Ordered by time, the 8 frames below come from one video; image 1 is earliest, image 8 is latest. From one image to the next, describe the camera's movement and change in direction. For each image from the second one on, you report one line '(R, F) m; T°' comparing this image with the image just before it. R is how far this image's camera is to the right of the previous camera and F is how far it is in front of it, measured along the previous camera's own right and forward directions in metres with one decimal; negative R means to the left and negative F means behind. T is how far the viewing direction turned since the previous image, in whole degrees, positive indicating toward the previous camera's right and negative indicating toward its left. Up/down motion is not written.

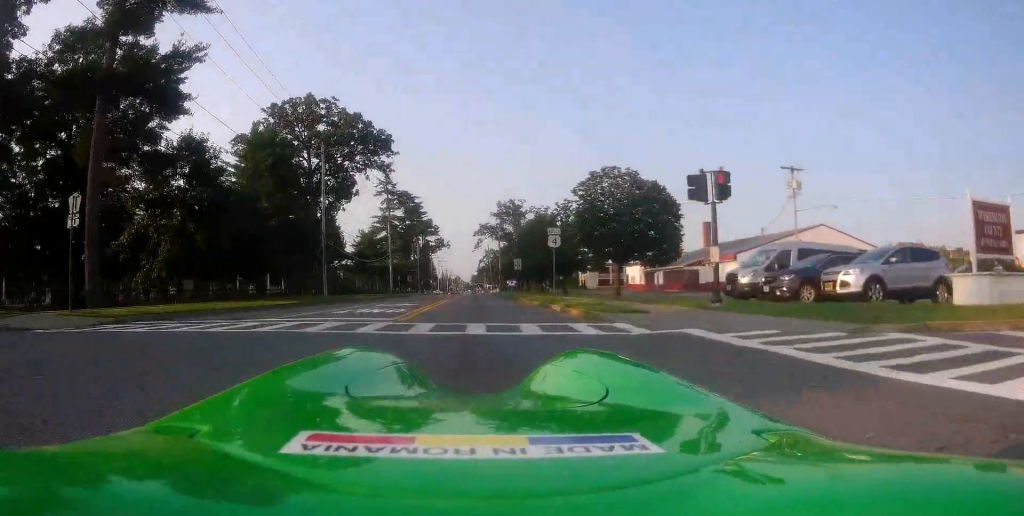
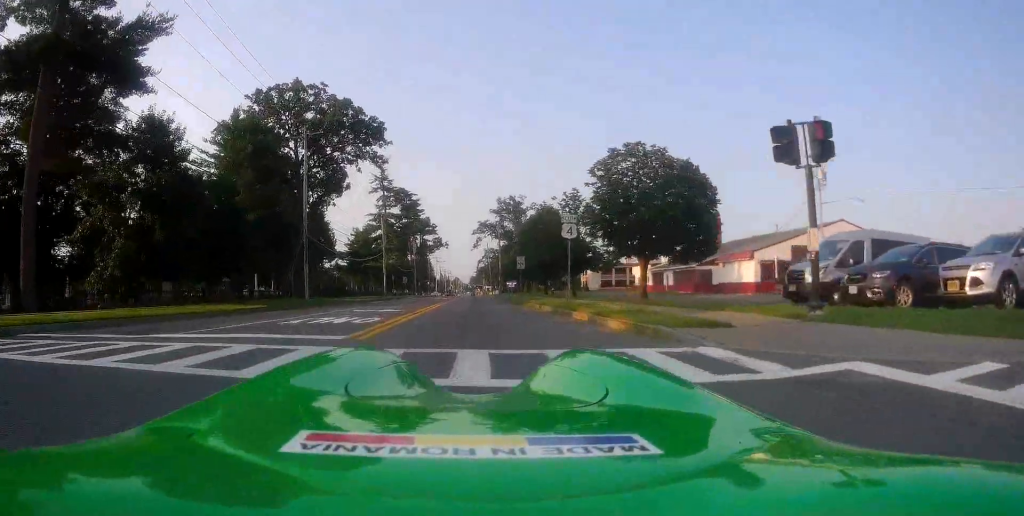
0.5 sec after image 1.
(+0.2, +4.7) m; 0°
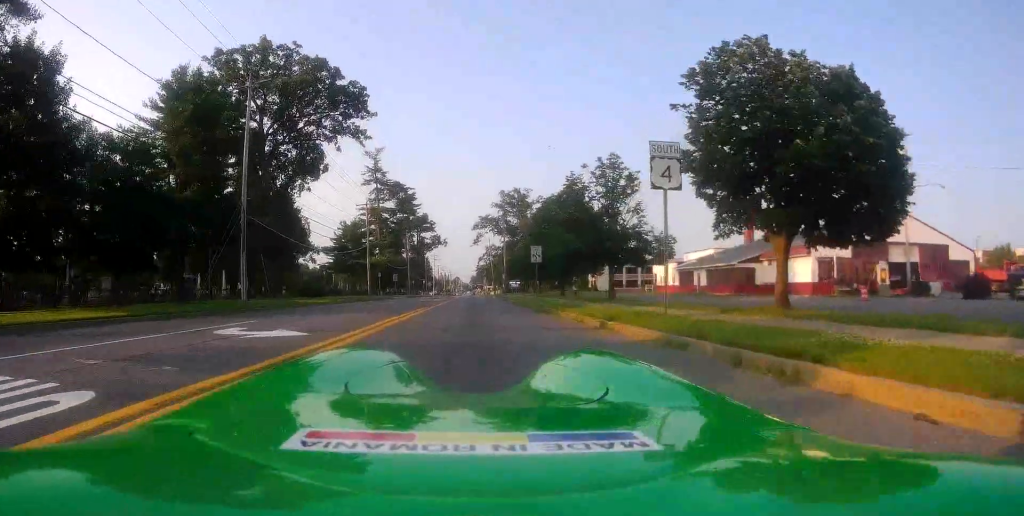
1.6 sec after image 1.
(-0.2, +11.5) m; 0°
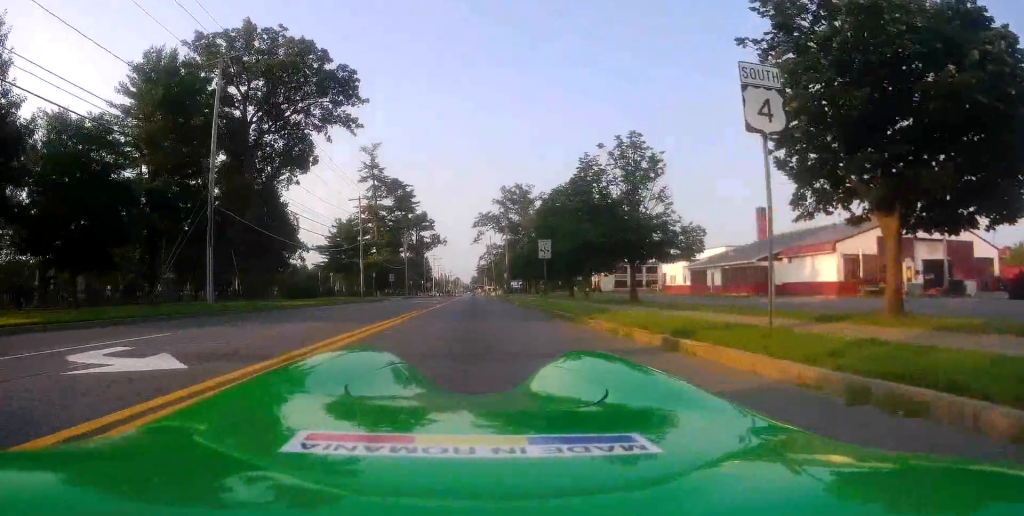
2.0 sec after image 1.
(+0.1, +4.2) m; +1°
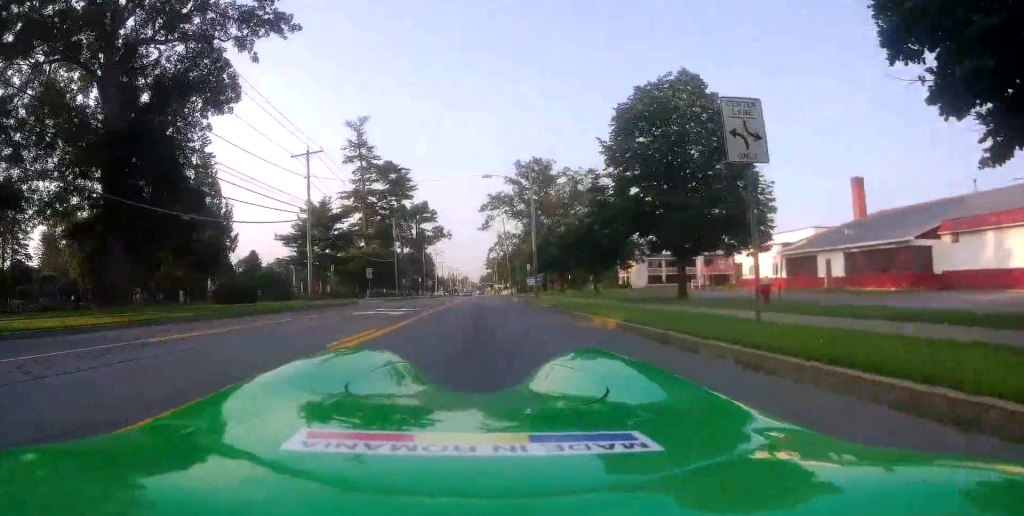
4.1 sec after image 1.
(+0.6, +21.6) m; +2°
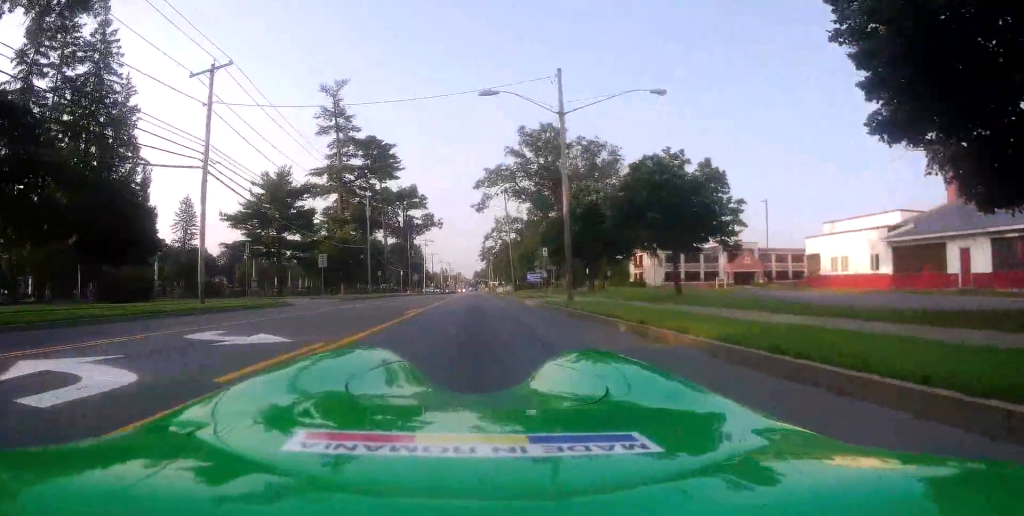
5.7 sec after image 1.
(0.0, +15.9) m; 0°
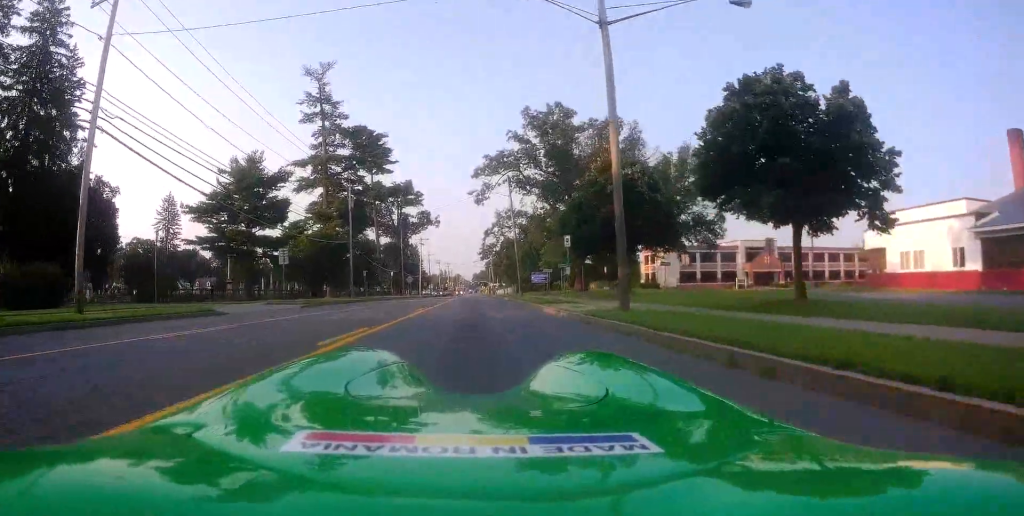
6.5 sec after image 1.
(0.0, +8.6) m; 0°
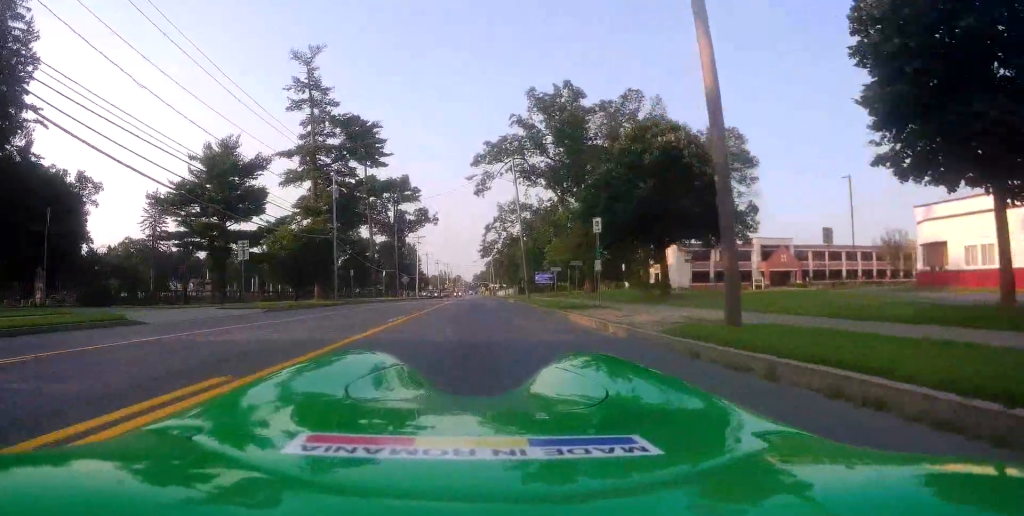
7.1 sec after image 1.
(0.0, +5.9) m; 0°
